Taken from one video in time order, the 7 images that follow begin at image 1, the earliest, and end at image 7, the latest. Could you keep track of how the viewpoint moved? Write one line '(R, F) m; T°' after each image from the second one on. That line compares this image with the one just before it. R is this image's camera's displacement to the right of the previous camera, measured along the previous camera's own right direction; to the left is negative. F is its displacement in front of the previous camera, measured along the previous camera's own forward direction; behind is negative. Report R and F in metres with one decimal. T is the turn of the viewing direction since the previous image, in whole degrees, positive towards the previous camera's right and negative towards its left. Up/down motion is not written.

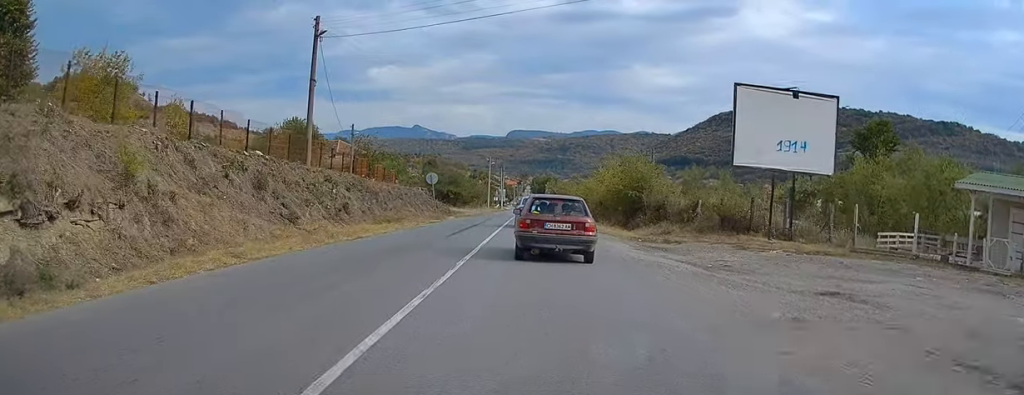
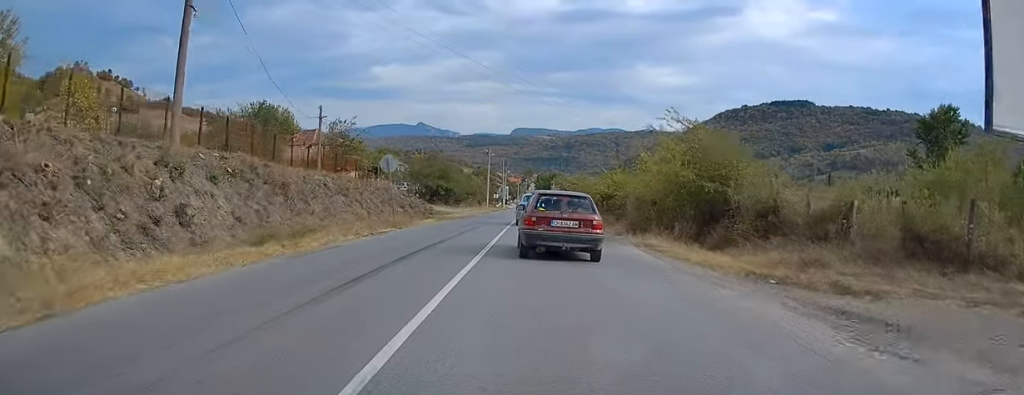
(-0.2, +14.1) m; -1°
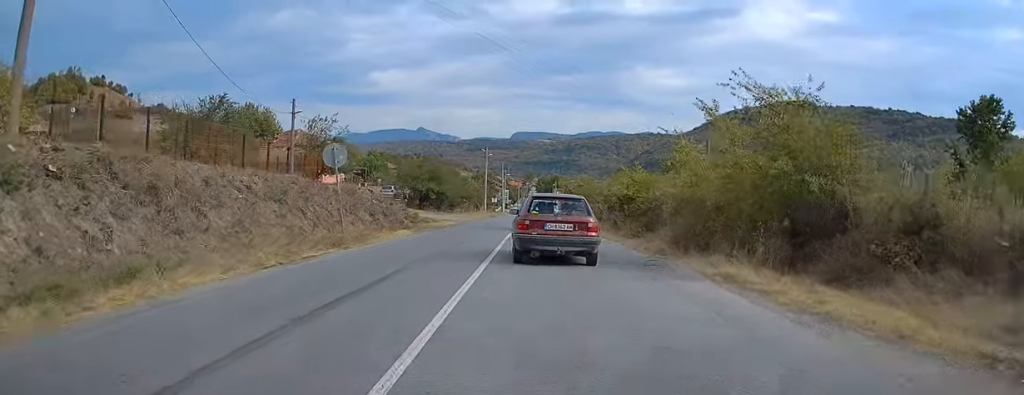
(0.0, +7.8) m; 0°
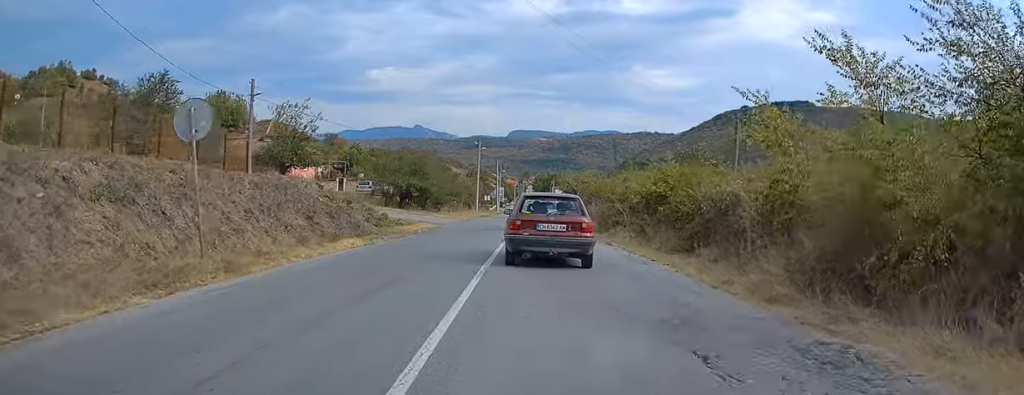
(-0.1, +8.5) m; +1°
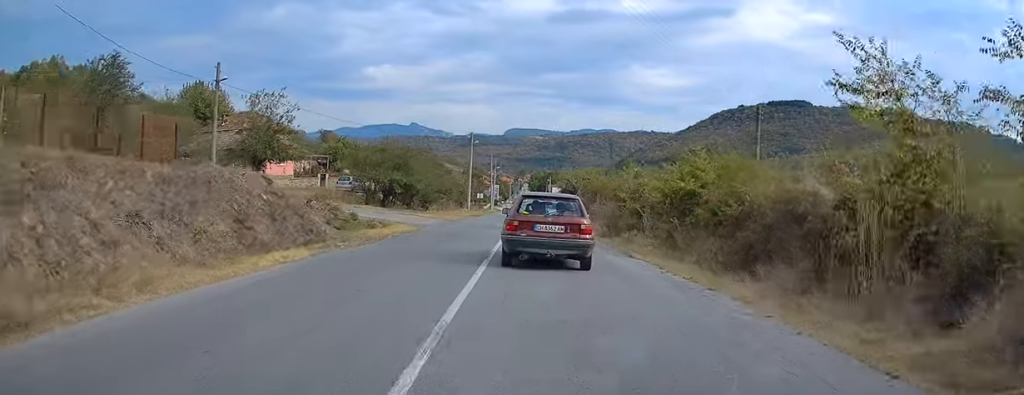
(+0.1, +5.4) m; +1°
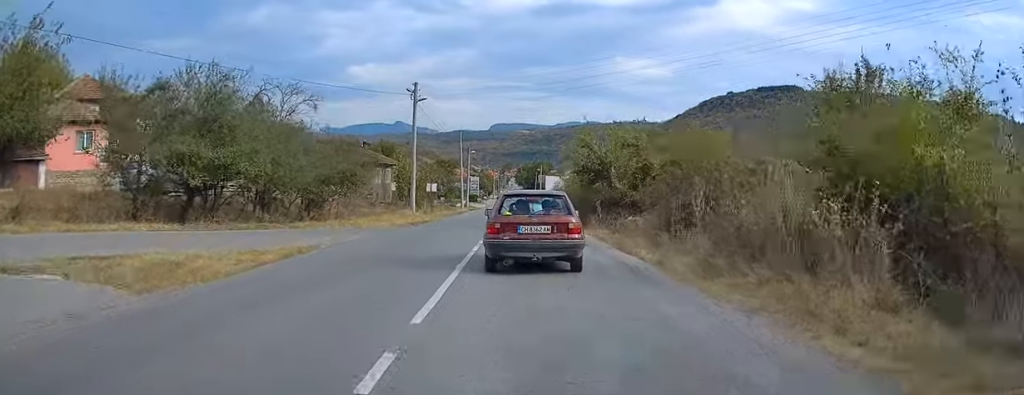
(-0.2, +29.5) m; 0°
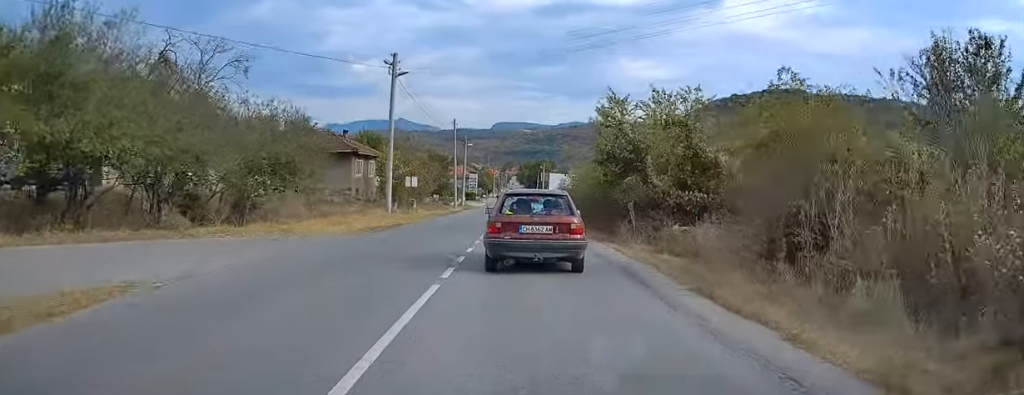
(+0.1, +8.2) m; 0°
